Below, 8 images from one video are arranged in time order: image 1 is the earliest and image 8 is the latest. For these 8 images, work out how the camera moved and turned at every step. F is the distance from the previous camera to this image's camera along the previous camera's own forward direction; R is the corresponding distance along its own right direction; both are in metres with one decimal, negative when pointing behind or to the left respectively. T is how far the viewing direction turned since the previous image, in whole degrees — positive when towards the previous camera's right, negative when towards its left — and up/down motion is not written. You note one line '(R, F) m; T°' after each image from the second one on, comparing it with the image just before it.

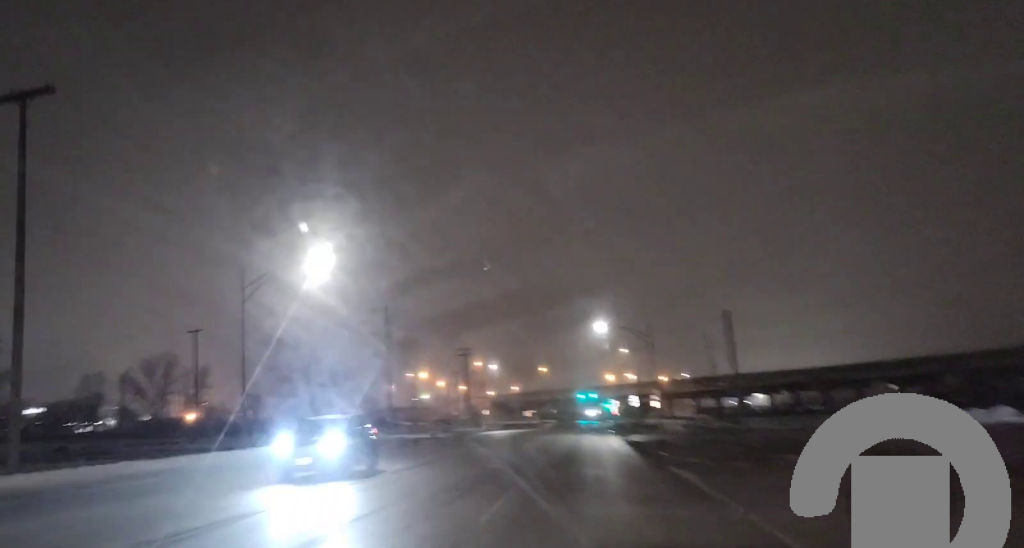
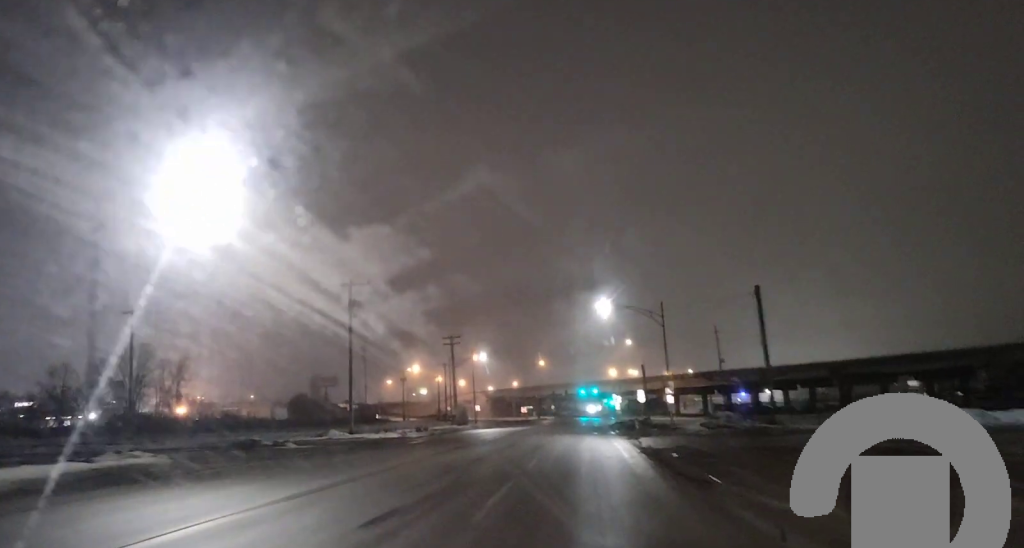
(-0.3, +13.5) m; -1°
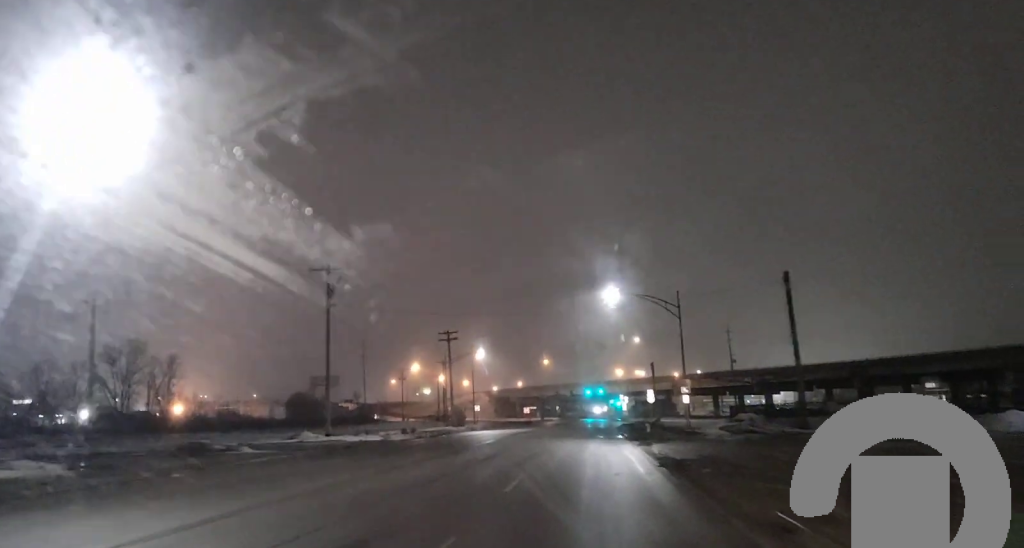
(0.0, +6.7) m; 0°
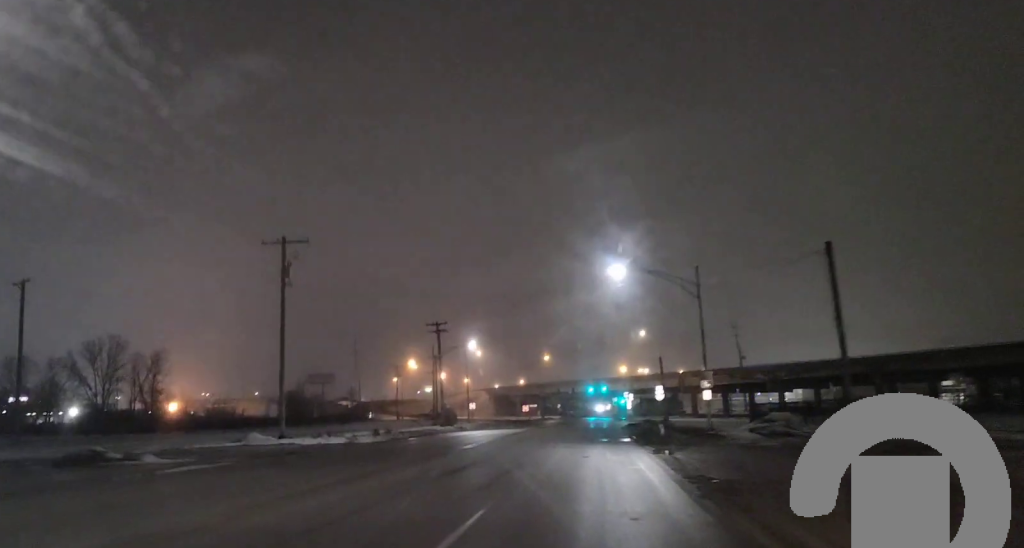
(0.0, +9.1) m; +1°
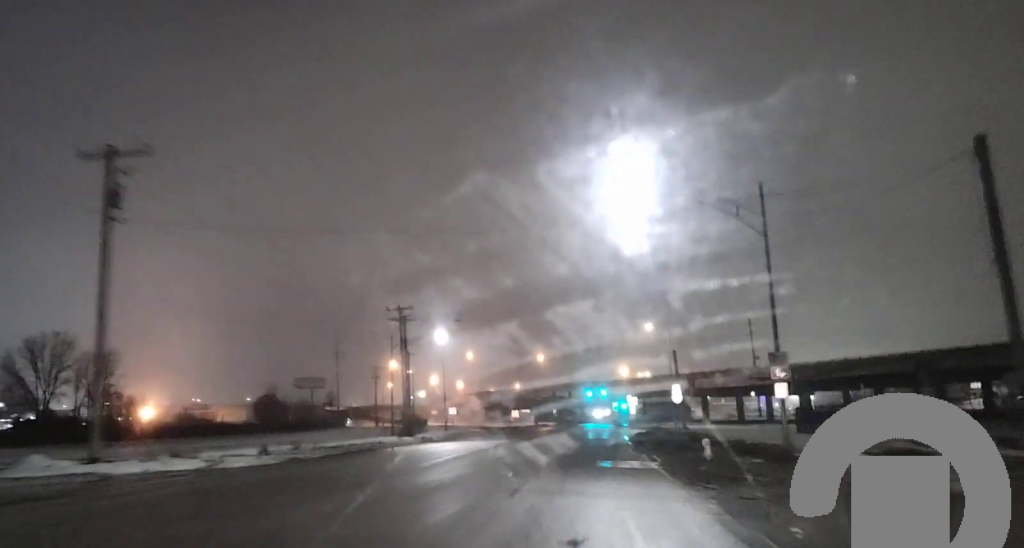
(+0.3, +17.9) m; +1°
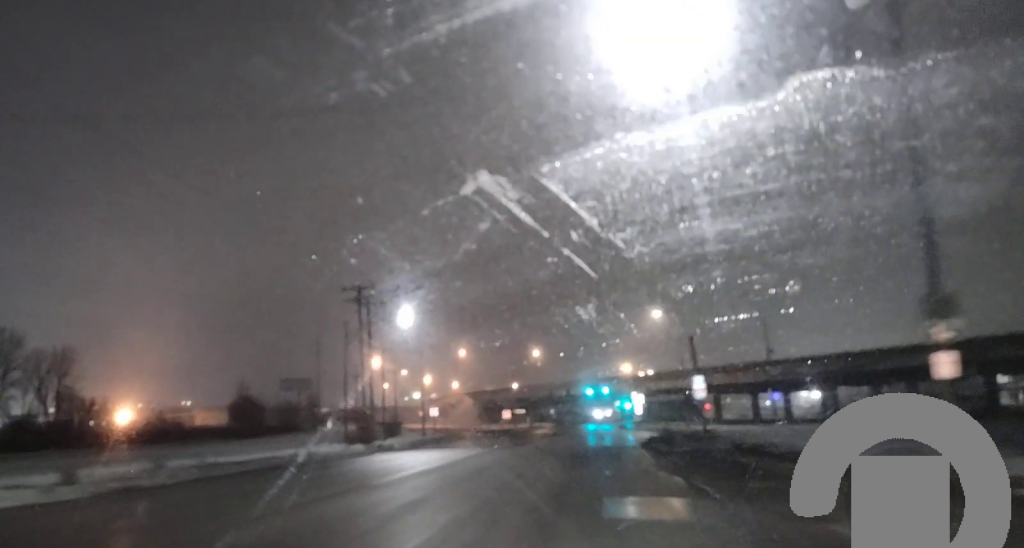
(0.0, +13.0) m; +1°
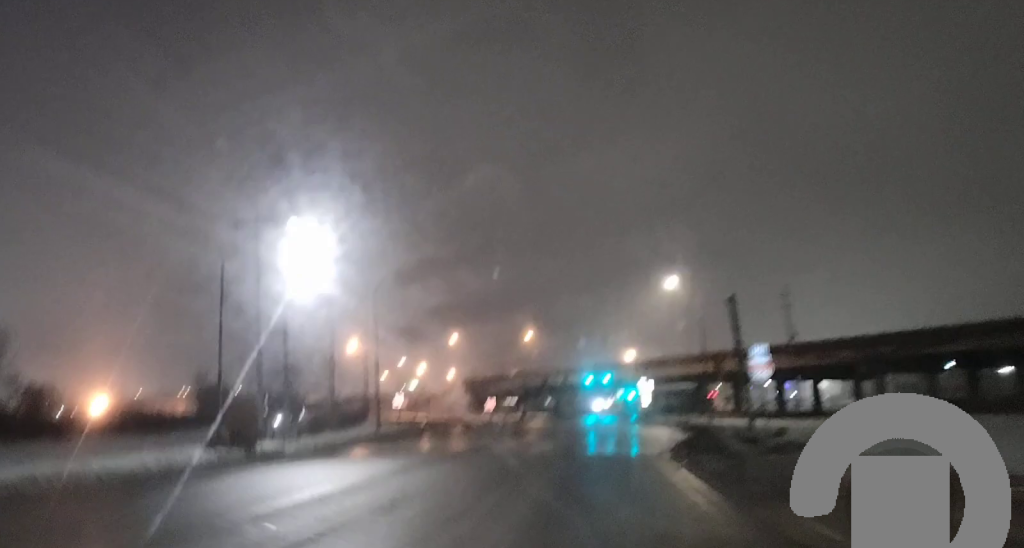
(+0.1, +20.2) m; +1°
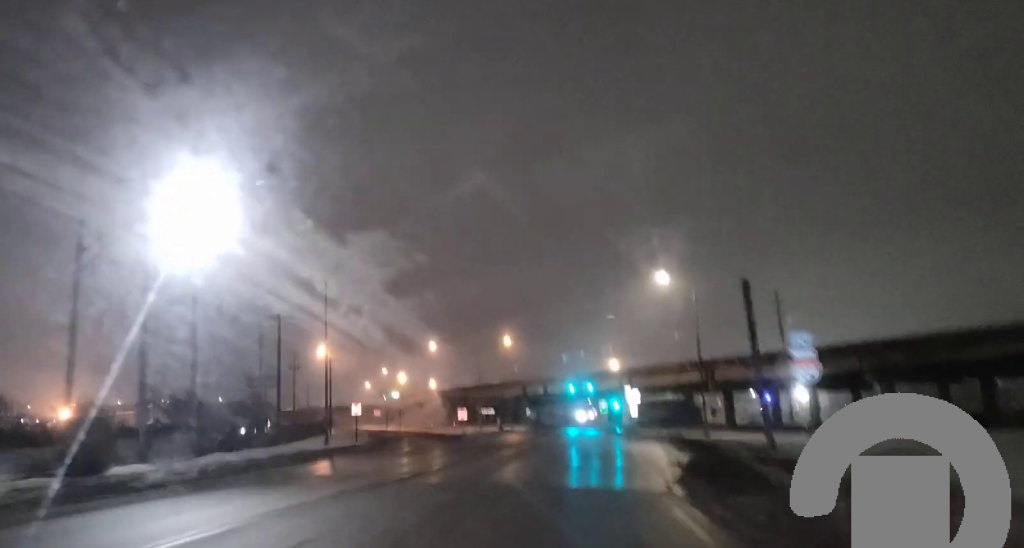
(+0.1, +10.6) m; +1°
